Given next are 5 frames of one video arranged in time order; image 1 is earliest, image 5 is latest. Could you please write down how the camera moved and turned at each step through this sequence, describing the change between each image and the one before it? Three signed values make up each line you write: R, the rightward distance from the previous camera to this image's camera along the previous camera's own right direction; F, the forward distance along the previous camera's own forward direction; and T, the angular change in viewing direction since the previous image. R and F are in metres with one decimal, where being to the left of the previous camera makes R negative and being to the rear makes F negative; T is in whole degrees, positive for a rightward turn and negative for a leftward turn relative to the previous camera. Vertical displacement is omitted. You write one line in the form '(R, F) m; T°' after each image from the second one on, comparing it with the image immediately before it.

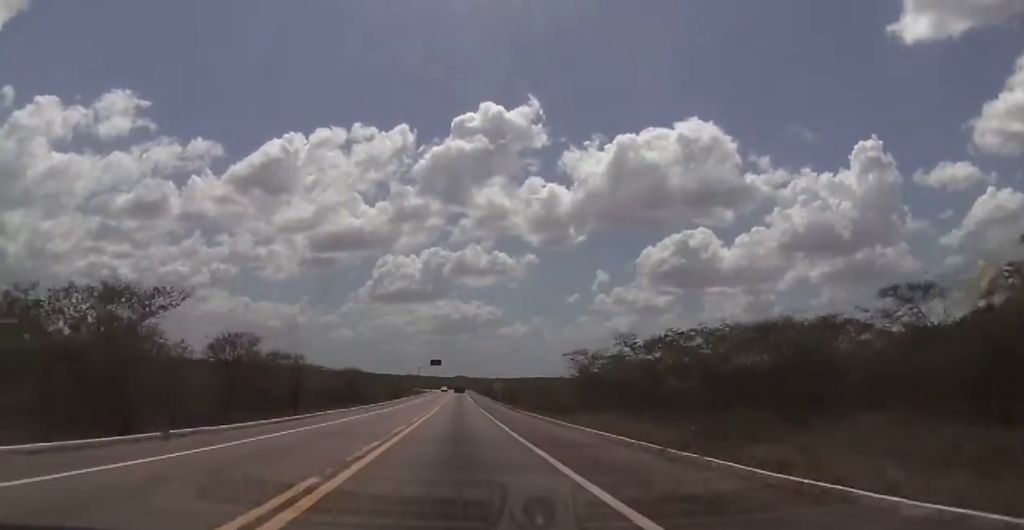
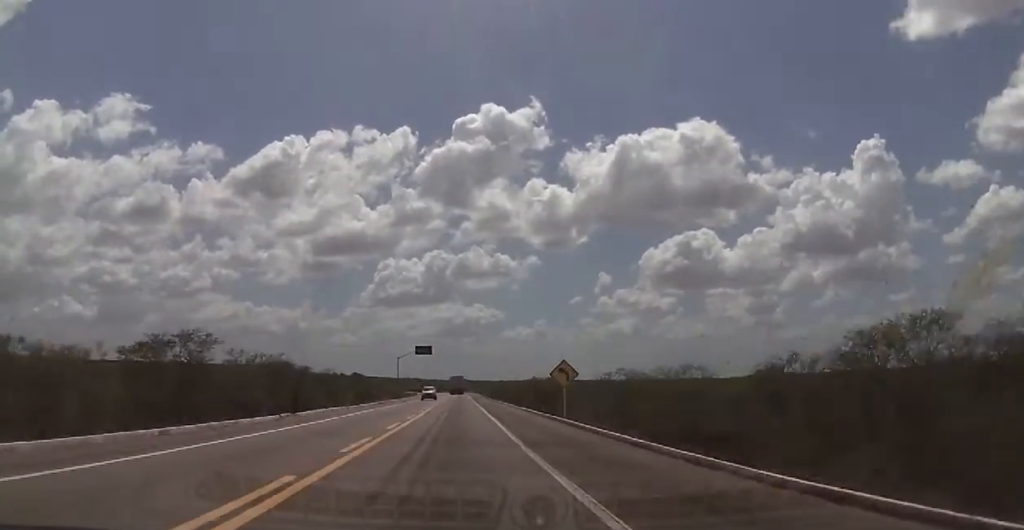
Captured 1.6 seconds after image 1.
(+0.3, +56.7) m; 0°
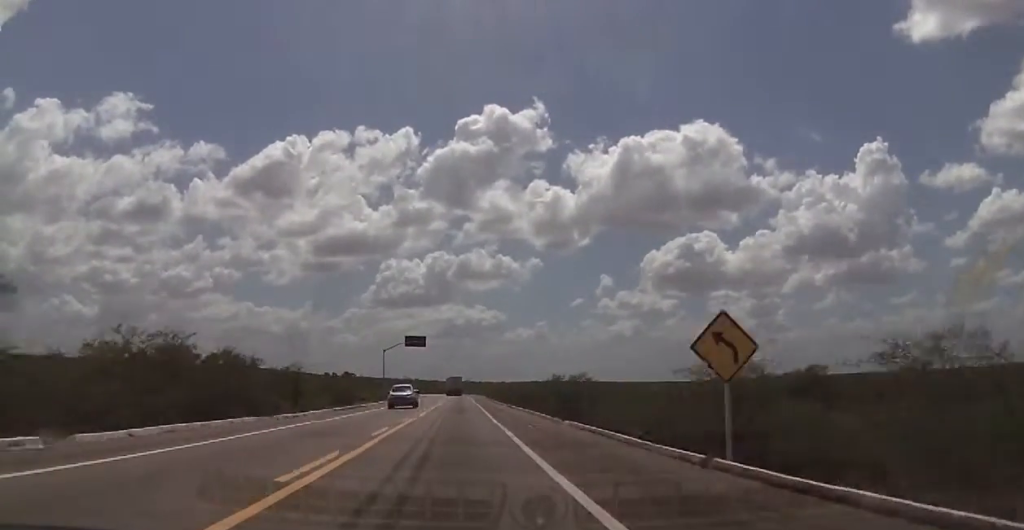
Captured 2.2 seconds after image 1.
(0.0, +20.6) m; 0°
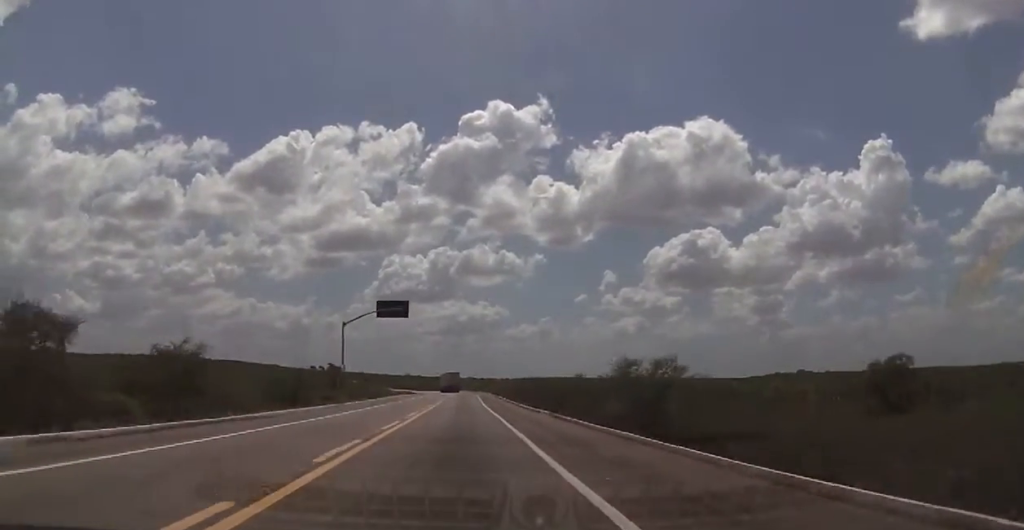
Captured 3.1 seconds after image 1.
(-0.3, +30.7) m; 0°
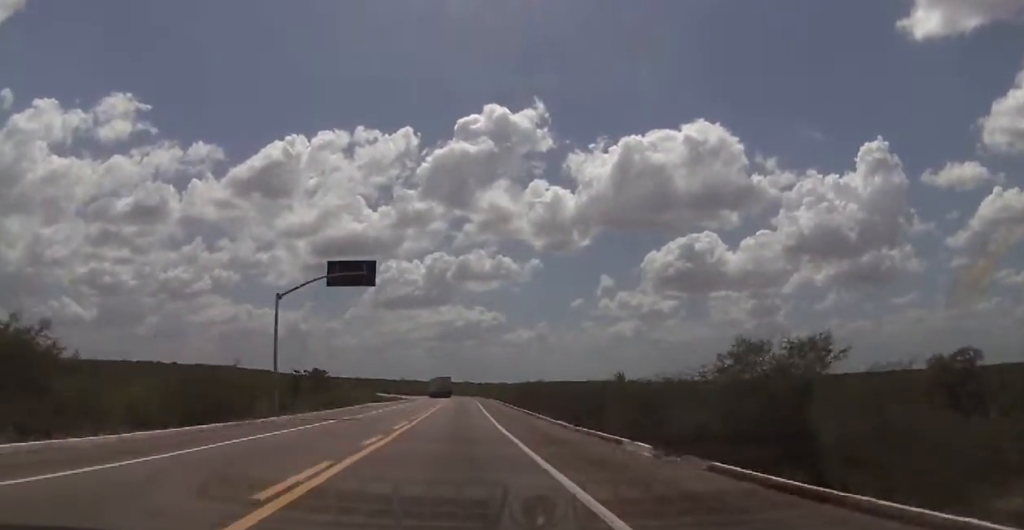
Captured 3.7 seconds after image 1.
(0.0, +19.2) m; 0°
